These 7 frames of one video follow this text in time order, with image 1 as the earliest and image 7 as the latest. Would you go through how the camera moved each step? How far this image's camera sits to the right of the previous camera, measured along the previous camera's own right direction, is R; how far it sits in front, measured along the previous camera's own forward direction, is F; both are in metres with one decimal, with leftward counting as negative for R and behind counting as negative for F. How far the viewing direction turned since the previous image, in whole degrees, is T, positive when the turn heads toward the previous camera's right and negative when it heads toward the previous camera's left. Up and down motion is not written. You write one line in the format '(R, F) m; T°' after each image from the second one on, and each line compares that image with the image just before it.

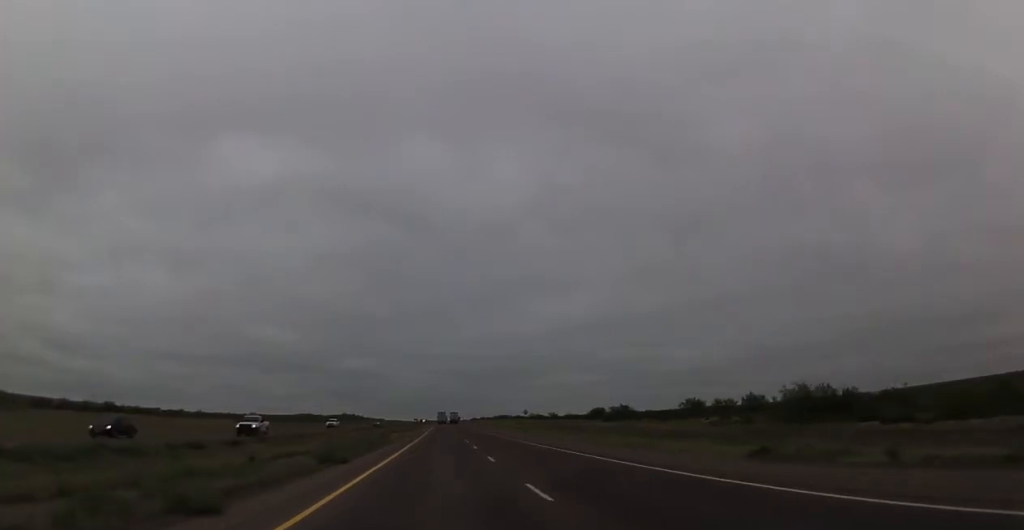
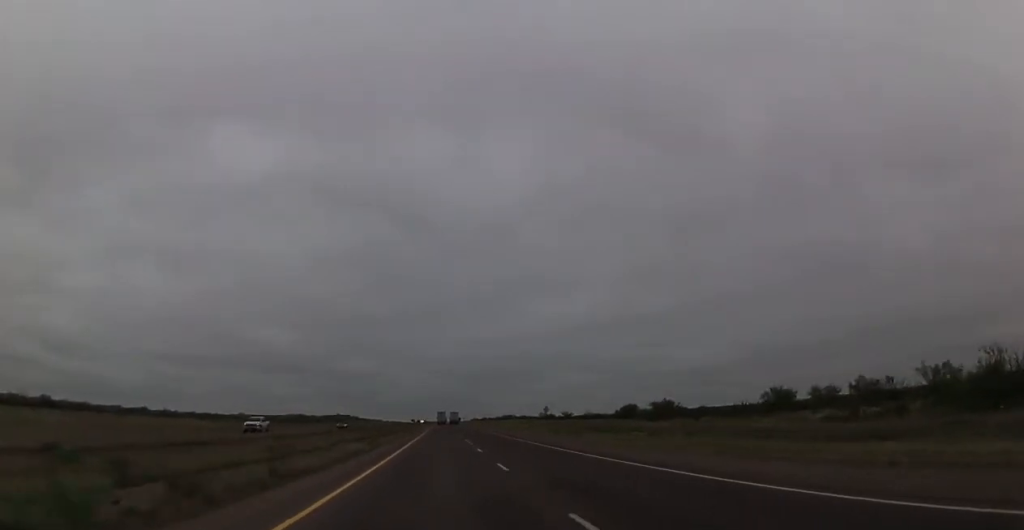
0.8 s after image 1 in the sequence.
(0.0, +29.2) m; 0°
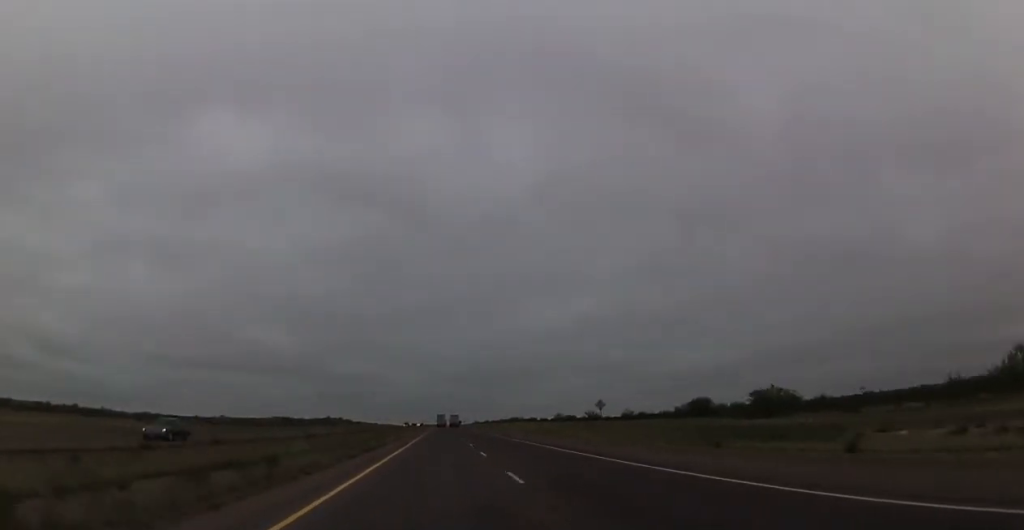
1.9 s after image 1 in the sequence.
(-0.2, +40.2) m; 0°
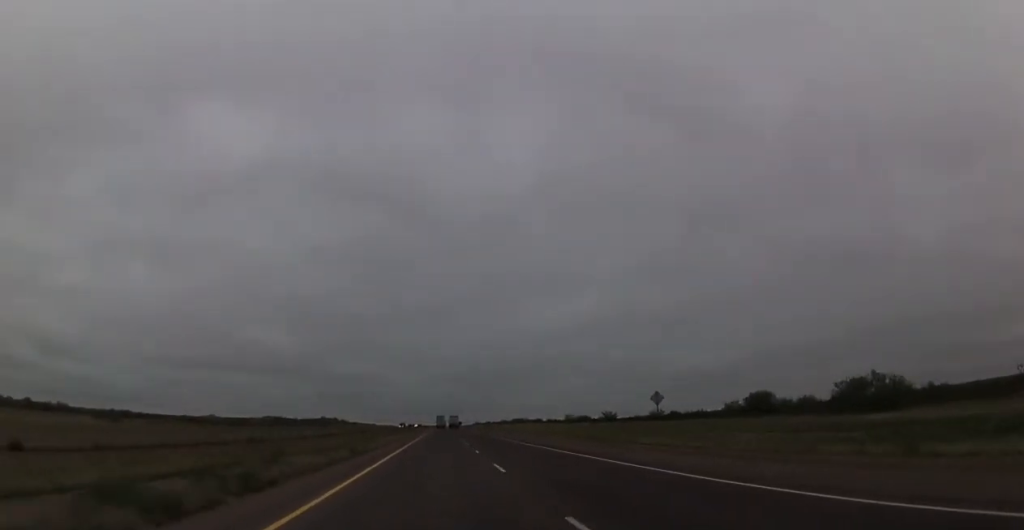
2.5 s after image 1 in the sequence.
(0.0, +20.7) m; 0°
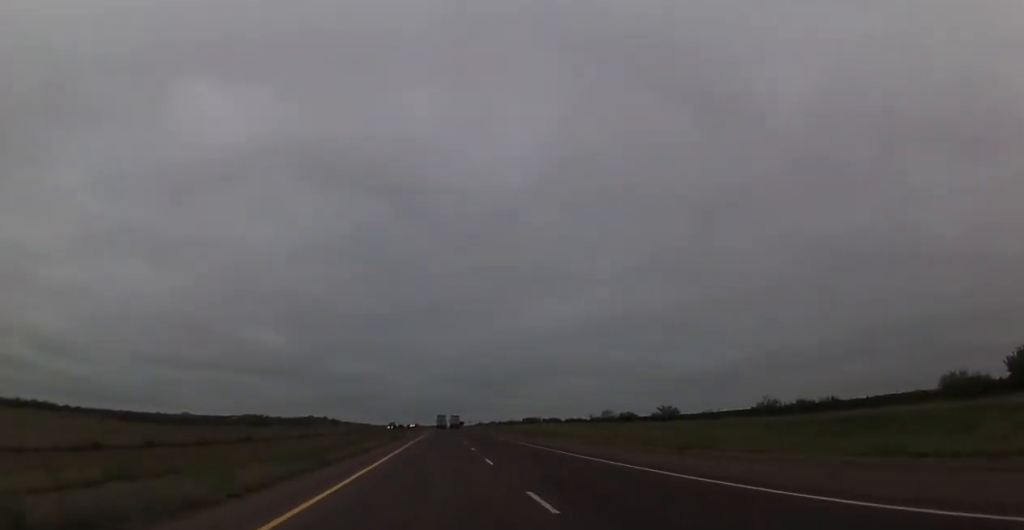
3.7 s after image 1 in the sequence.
(+0.3, +45.0) m; 0°
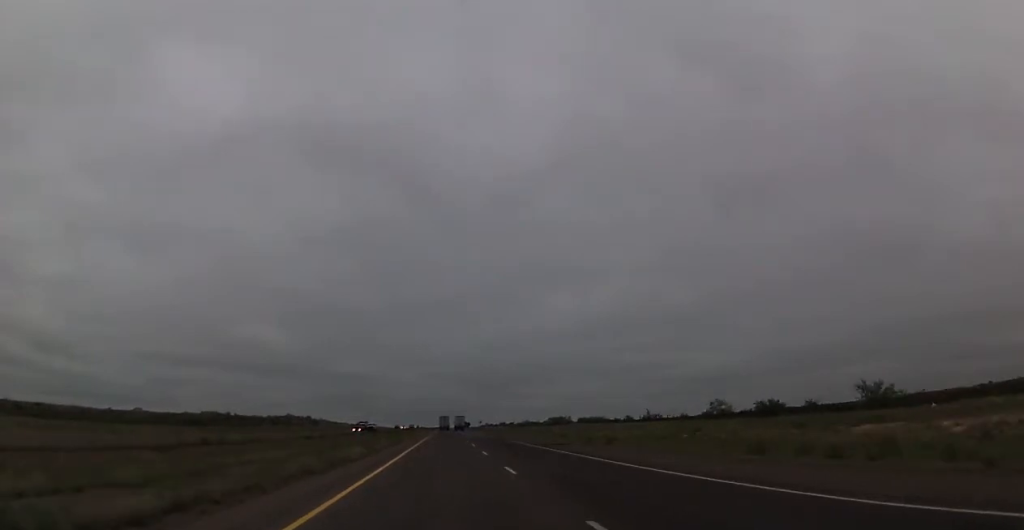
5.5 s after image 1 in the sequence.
(0.0, +64.1) m; 0°
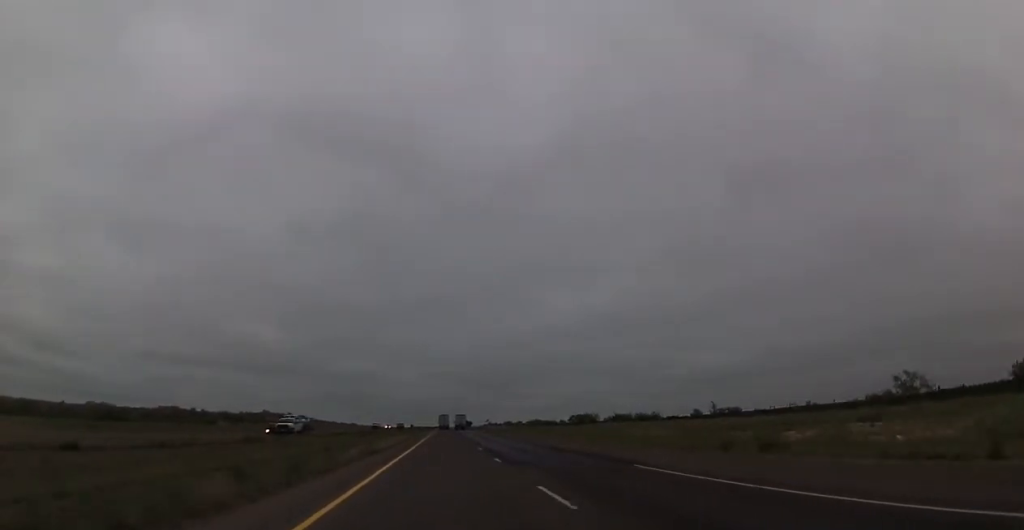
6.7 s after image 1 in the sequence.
(+0.2, +43.8) m; 0°
